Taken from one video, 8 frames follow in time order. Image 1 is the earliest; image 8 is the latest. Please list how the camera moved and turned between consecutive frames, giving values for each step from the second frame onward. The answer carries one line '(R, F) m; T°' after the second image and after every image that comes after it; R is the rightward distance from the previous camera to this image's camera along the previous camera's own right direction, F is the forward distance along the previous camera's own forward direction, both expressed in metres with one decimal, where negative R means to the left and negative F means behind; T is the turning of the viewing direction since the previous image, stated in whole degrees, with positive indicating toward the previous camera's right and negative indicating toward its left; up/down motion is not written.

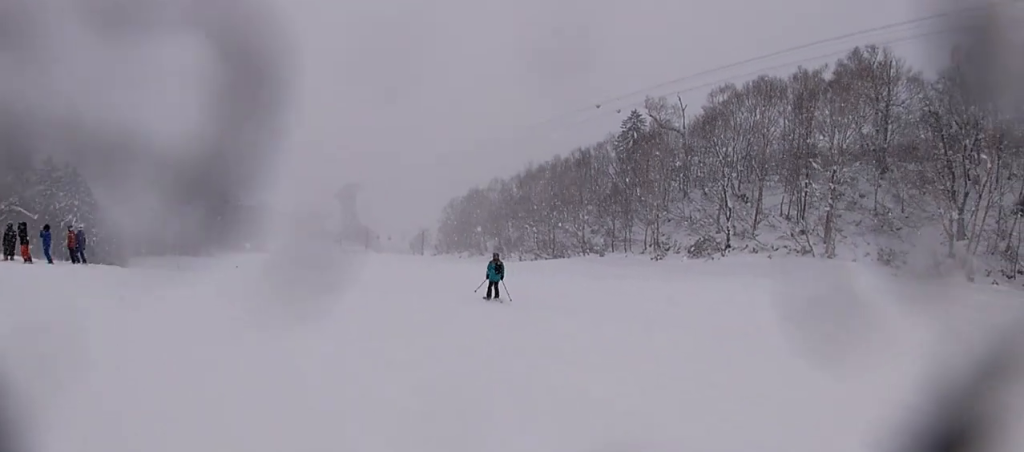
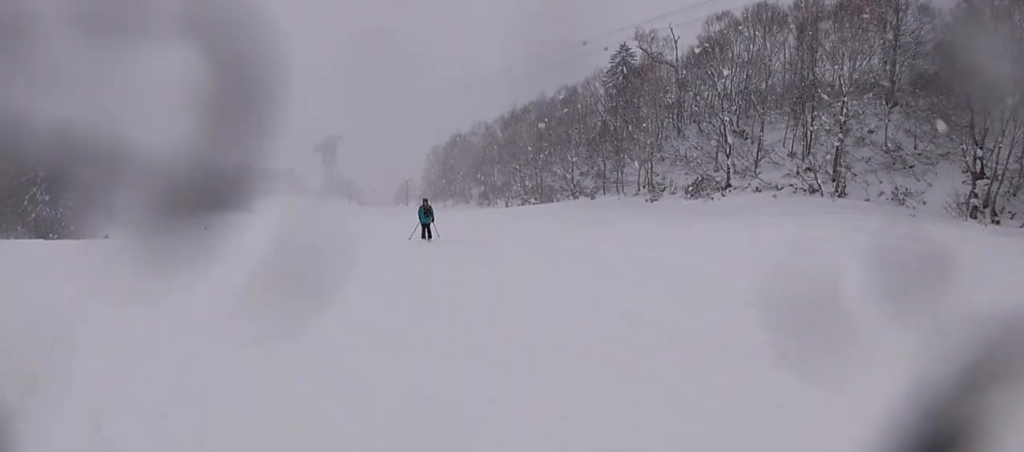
(0.0, +3.9) m; 0°
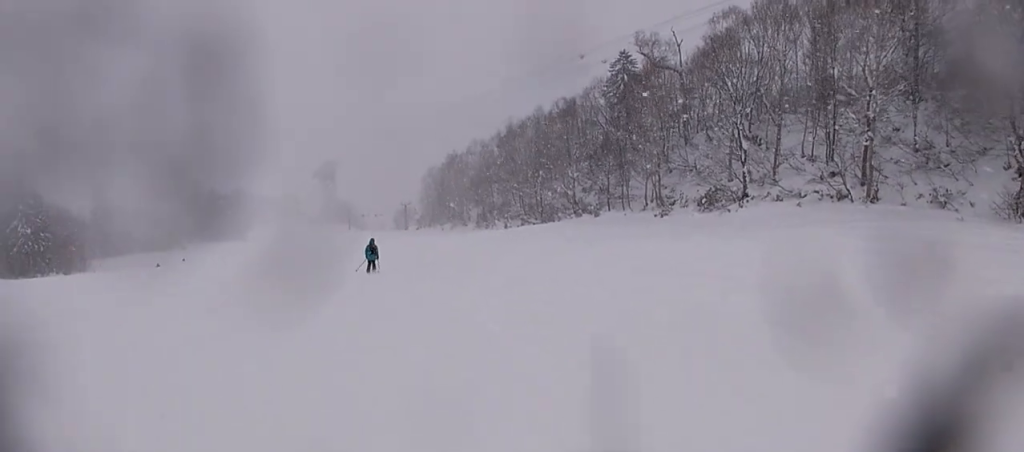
(0.0, +4.7) m; +1°
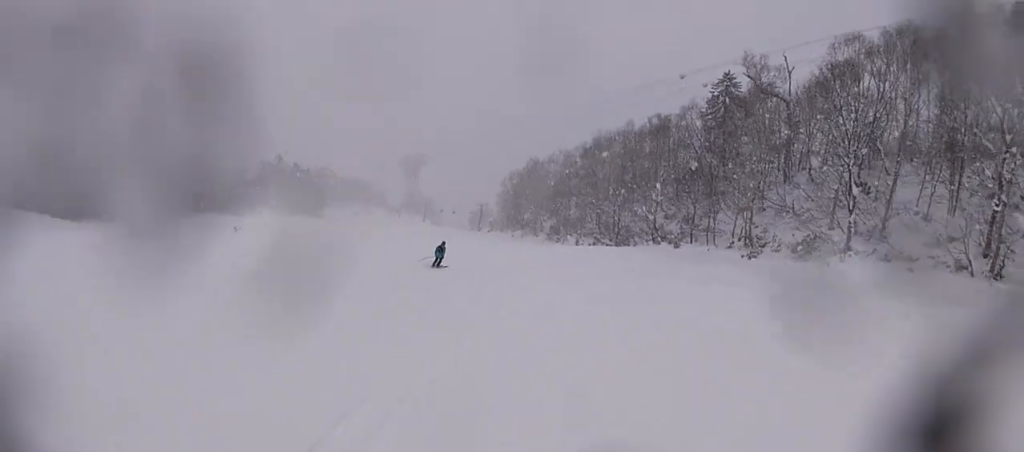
(+0.1, +5.0) m; +6°
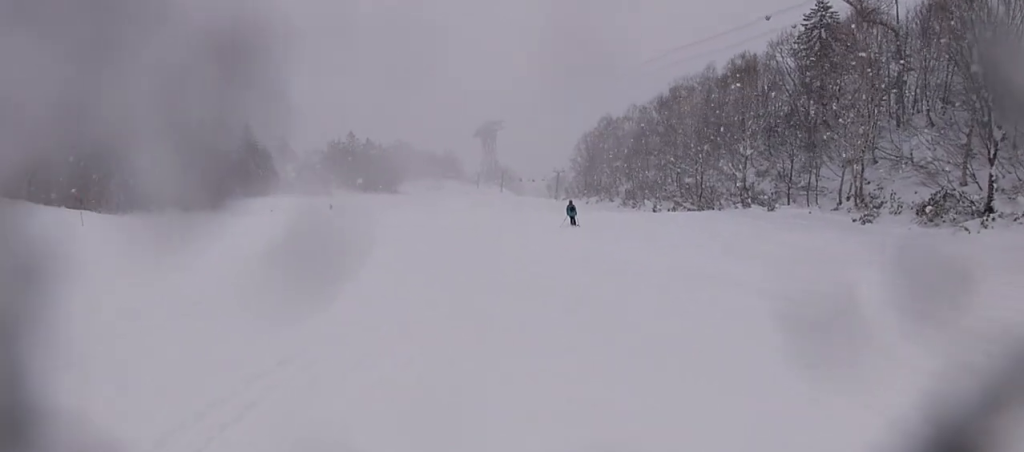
(-0.1, +8.5) m; -21°
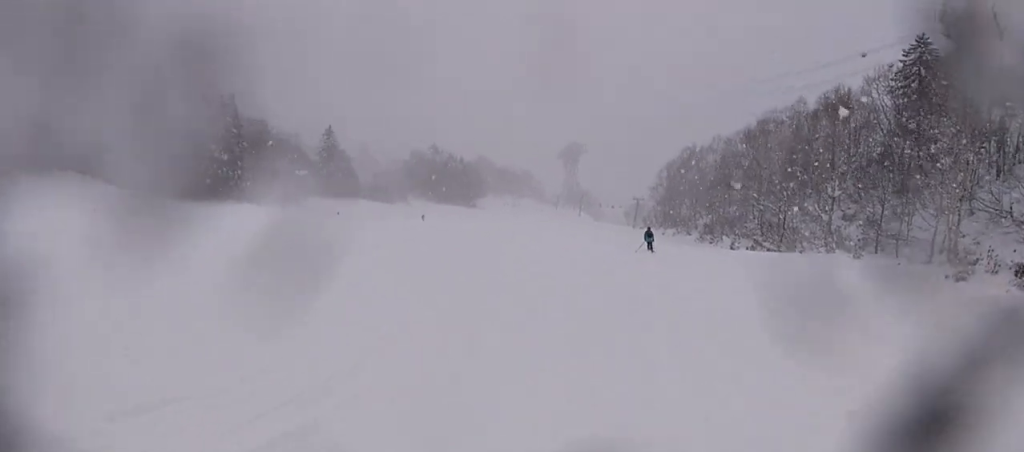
(-0.2, +2.6) m; -17°
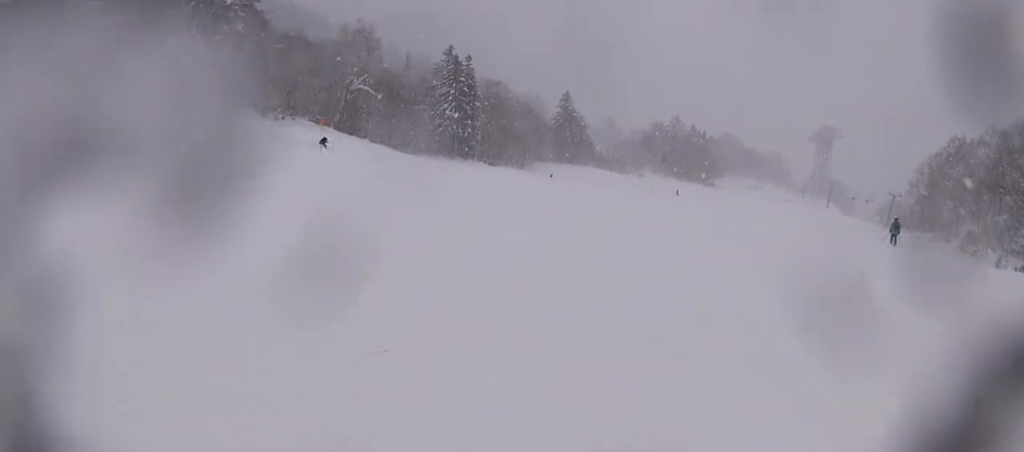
(-1.4, +4.6) m; -17°
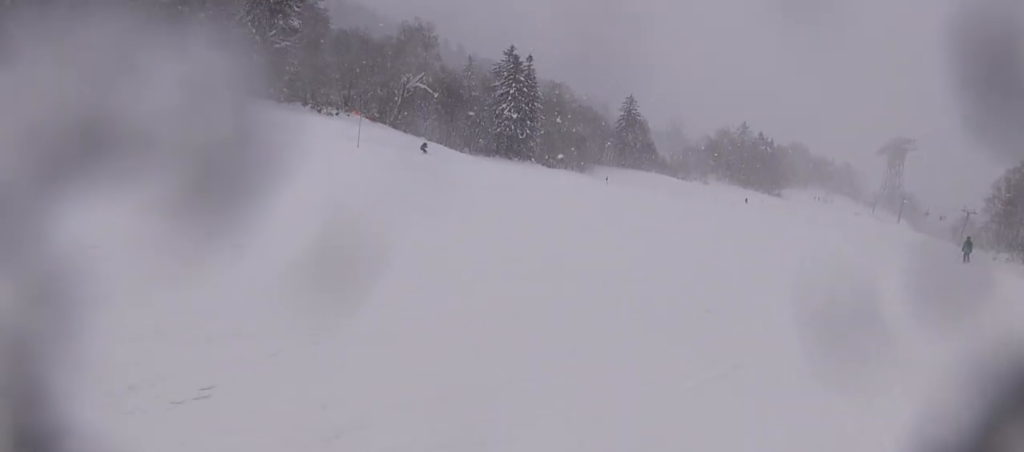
(-0.1, +2.2) m; -1°
